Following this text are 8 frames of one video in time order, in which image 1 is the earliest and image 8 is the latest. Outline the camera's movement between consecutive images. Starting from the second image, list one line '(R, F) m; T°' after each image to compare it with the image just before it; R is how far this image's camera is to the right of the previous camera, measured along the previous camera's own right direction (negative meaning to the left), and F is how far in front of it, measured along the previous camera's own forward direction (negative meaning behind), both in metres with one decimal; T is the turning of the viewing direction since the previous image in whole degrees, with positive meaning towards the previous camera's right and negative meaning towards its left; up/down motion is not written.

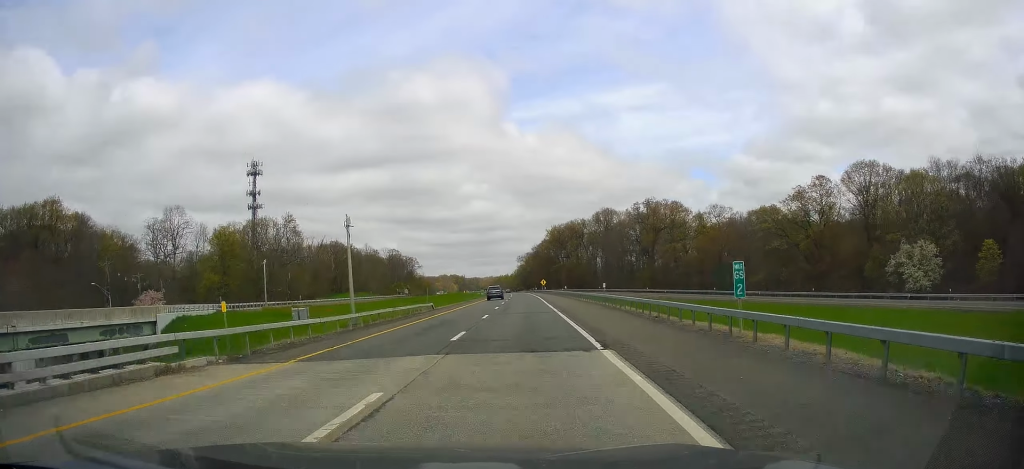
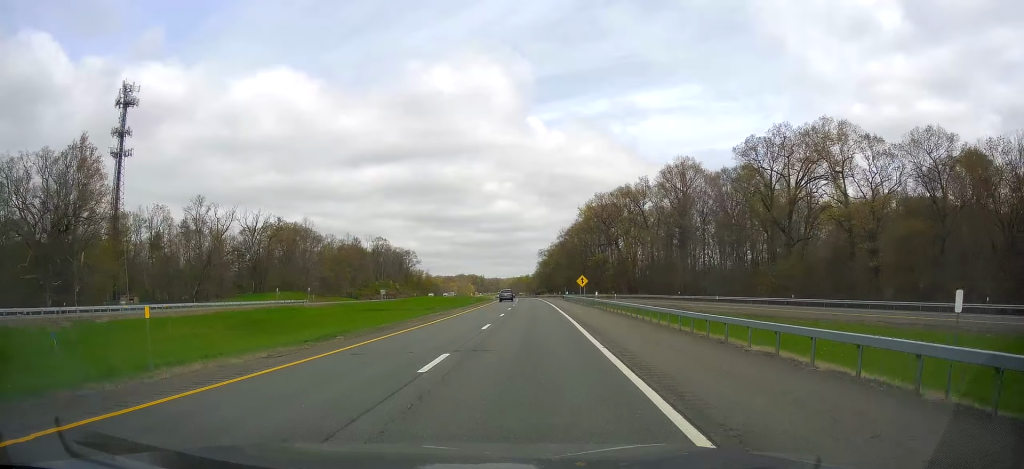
(-1.6, +78.5) m; -2°
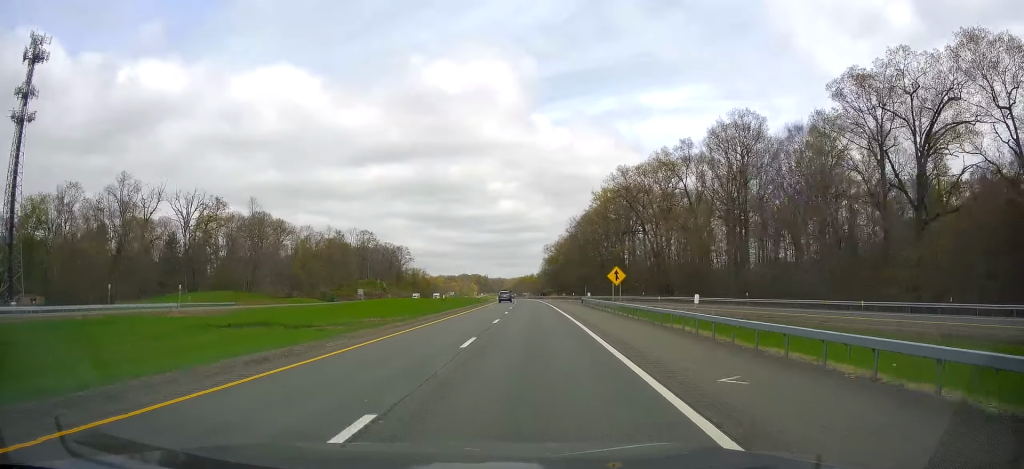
(-0.1, +31.6) m; -1°
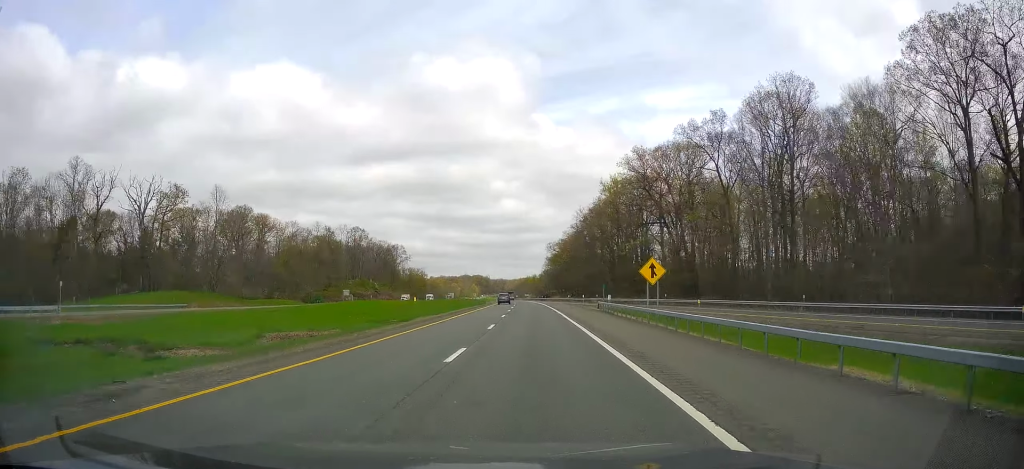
(-0.2, +15.3) m; -1°
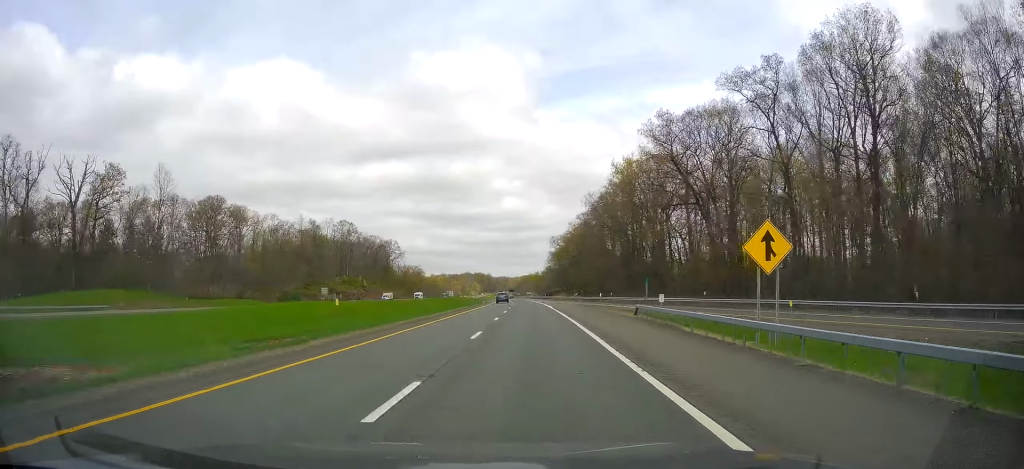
(-0.1, +18.3) m; 0°
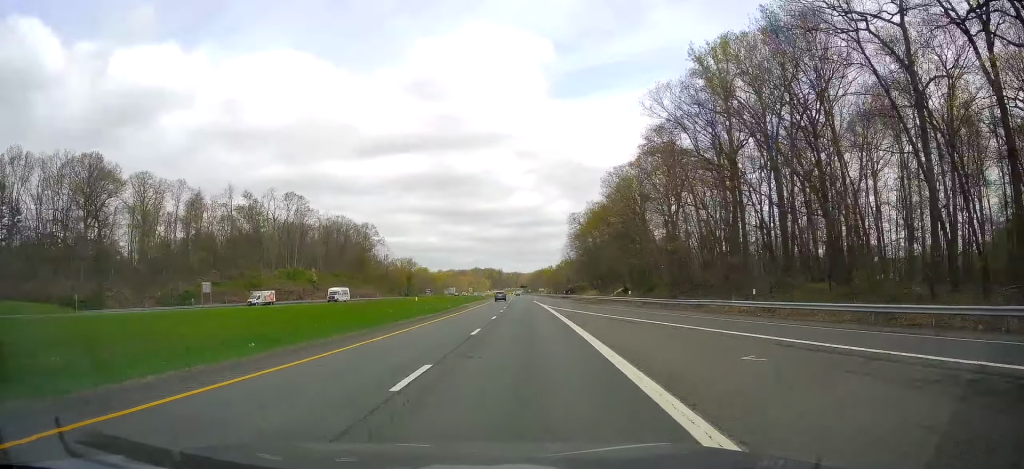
(+0.2, +58.0) m; 0°
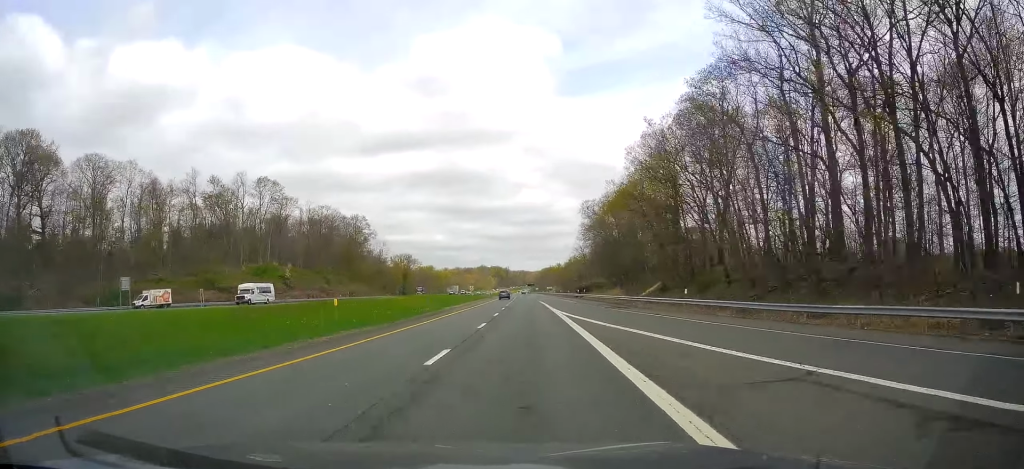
(-0.4, +21.5) m; -1°
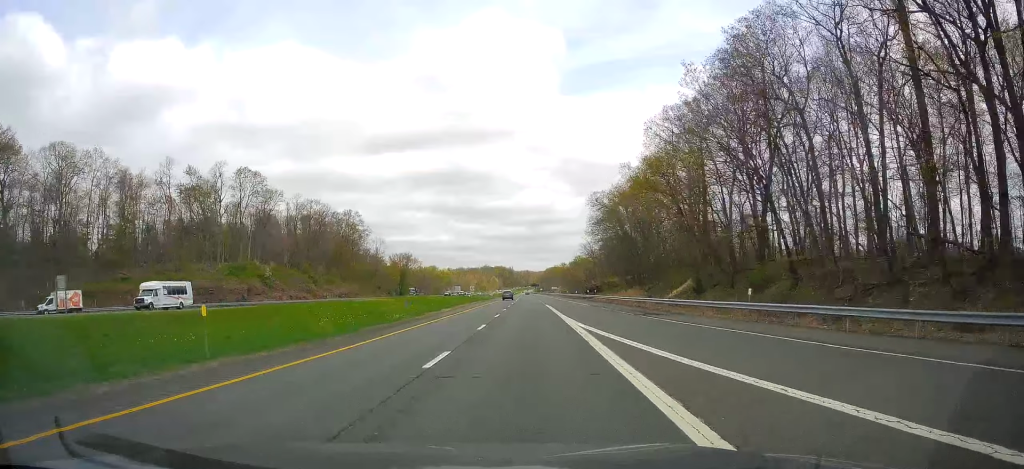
(0.0, +12.3) m; 0°
